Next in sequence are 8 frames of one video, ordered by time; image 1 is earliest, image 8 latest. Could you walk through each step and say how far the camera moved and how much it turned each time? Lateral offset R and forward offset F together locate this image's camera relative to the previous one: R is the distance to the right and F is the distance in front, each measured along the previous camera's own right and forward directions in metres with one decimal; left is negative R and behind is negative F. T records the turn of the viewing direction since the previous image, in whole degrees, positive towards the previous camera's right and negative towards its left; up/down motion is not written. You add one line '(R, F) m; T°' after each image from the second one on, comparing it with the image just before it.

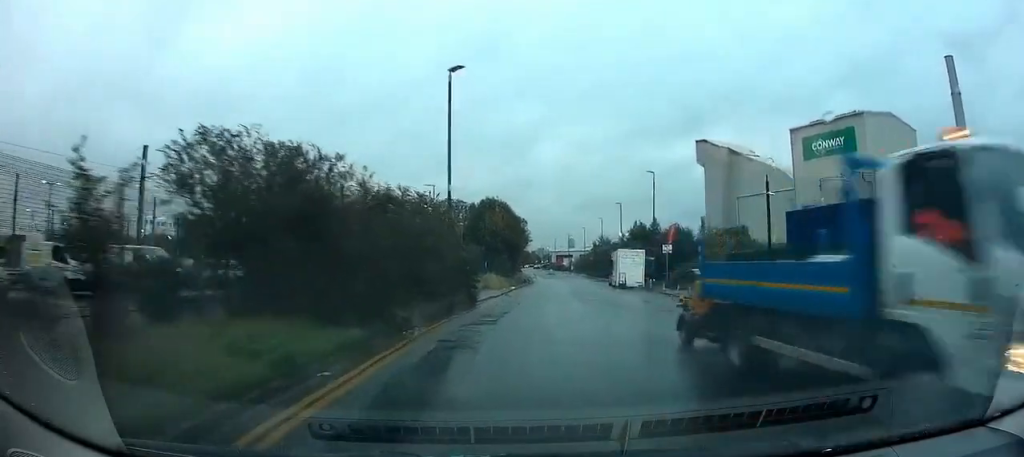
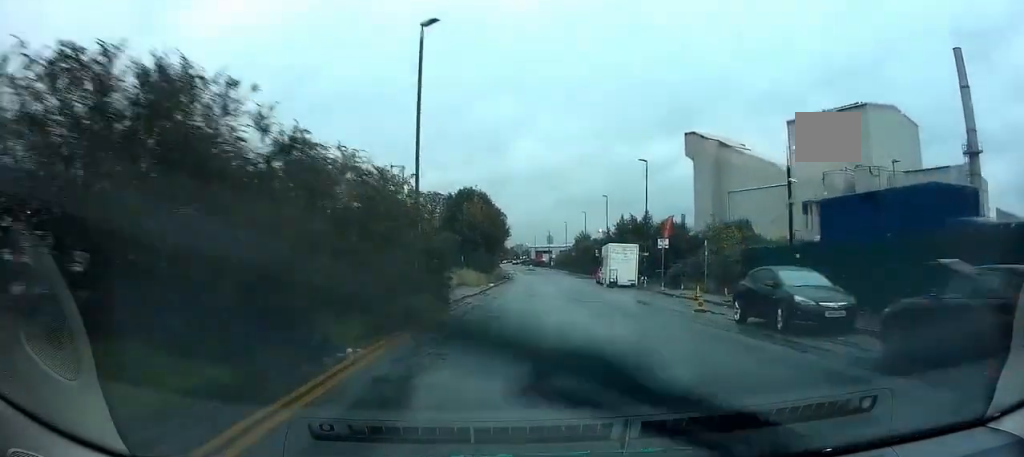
(-0.1, +4.3) m; +1°
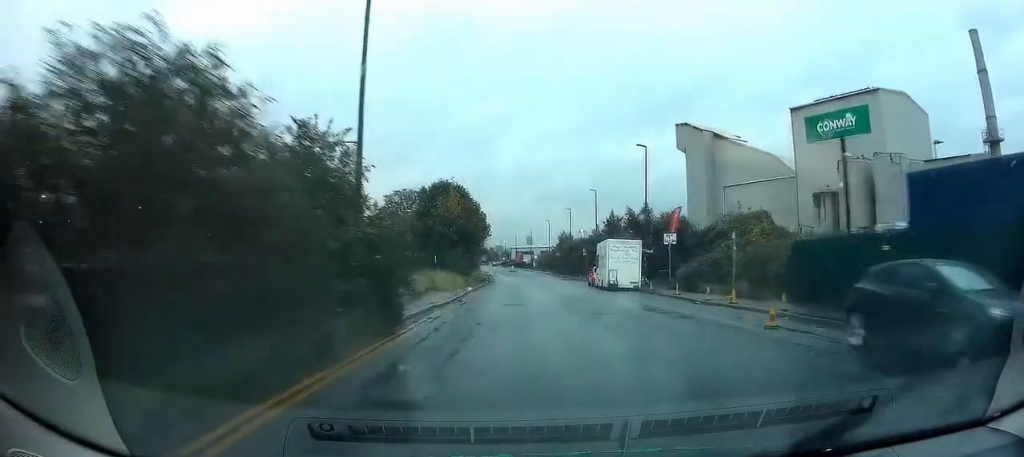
(+0.2, +6.1) m; +4°
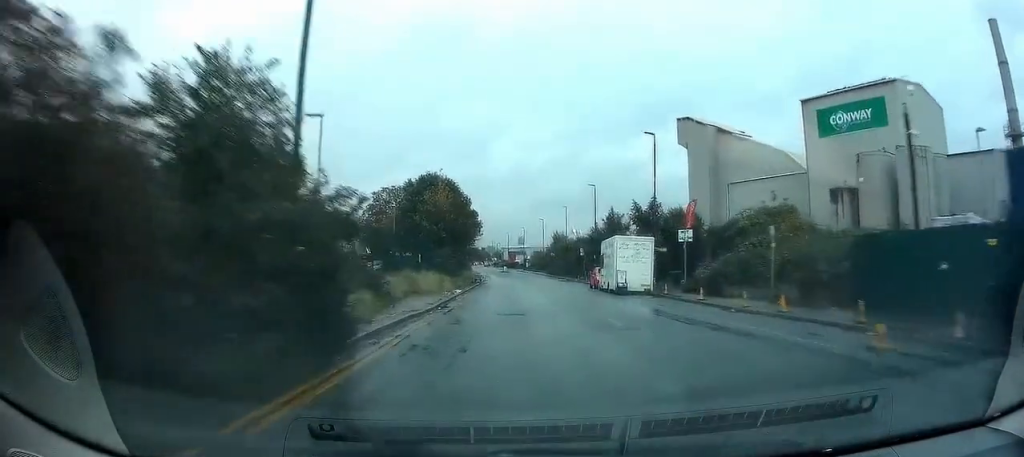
(0.0, +4.3) m; +2°
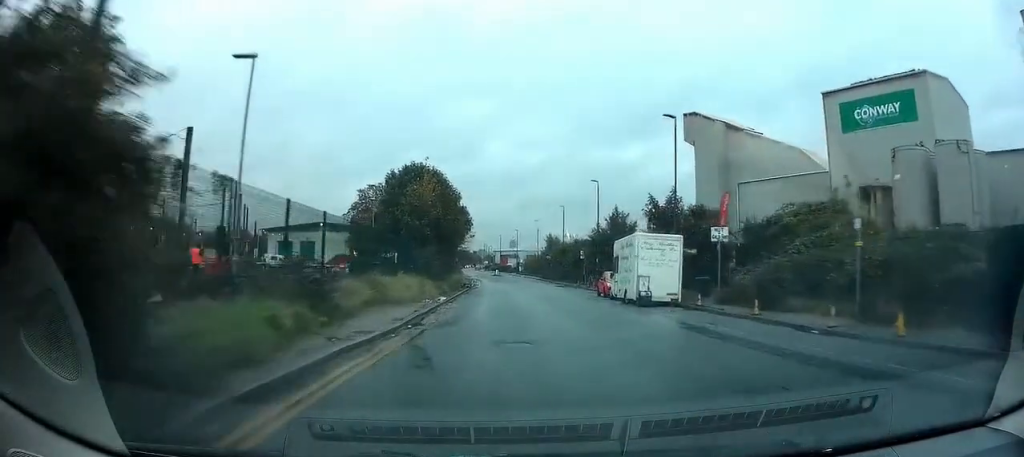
(+0.3, +5.8) m; +1°
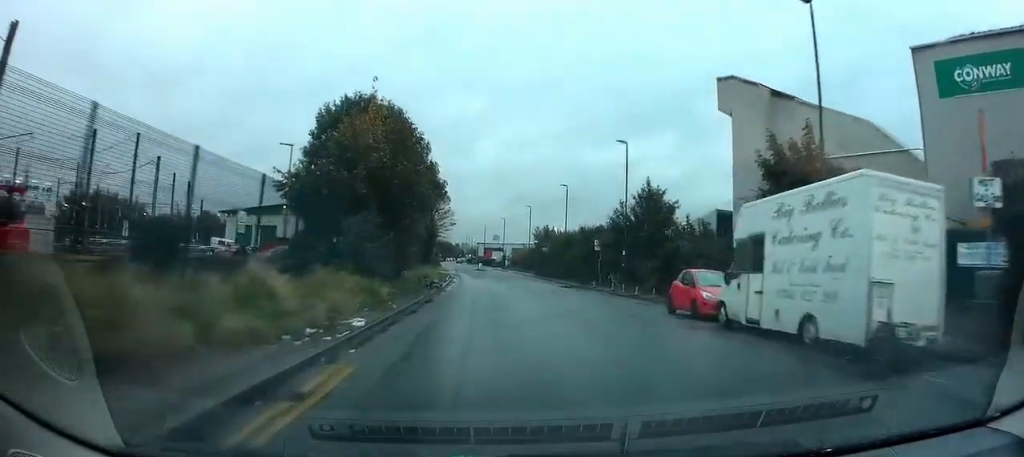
(-0.4, +16.5) m; 0°
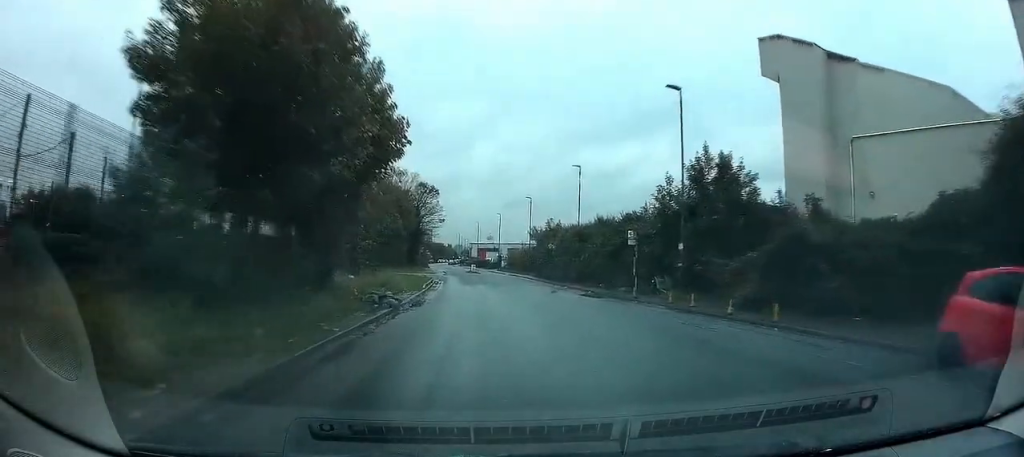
(+0.3, +12.5) m; +1°
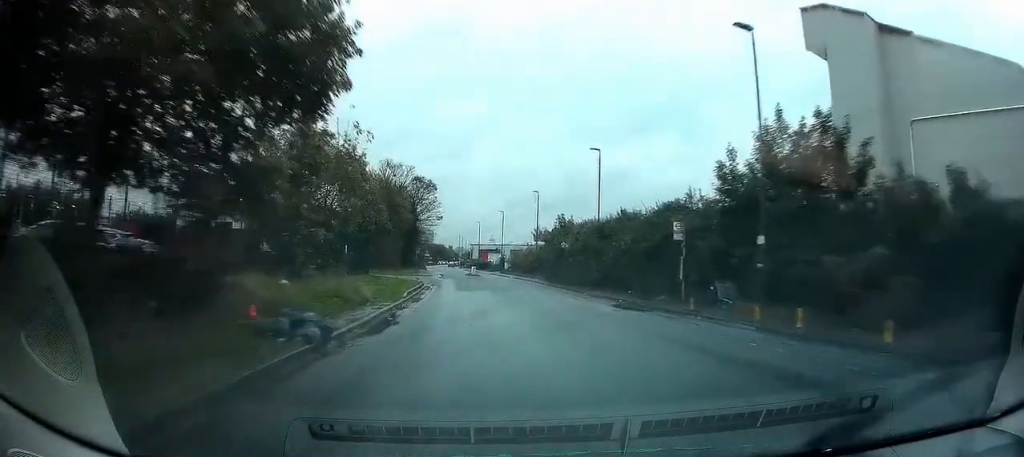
(-0.2, +7.7) m; +1°
